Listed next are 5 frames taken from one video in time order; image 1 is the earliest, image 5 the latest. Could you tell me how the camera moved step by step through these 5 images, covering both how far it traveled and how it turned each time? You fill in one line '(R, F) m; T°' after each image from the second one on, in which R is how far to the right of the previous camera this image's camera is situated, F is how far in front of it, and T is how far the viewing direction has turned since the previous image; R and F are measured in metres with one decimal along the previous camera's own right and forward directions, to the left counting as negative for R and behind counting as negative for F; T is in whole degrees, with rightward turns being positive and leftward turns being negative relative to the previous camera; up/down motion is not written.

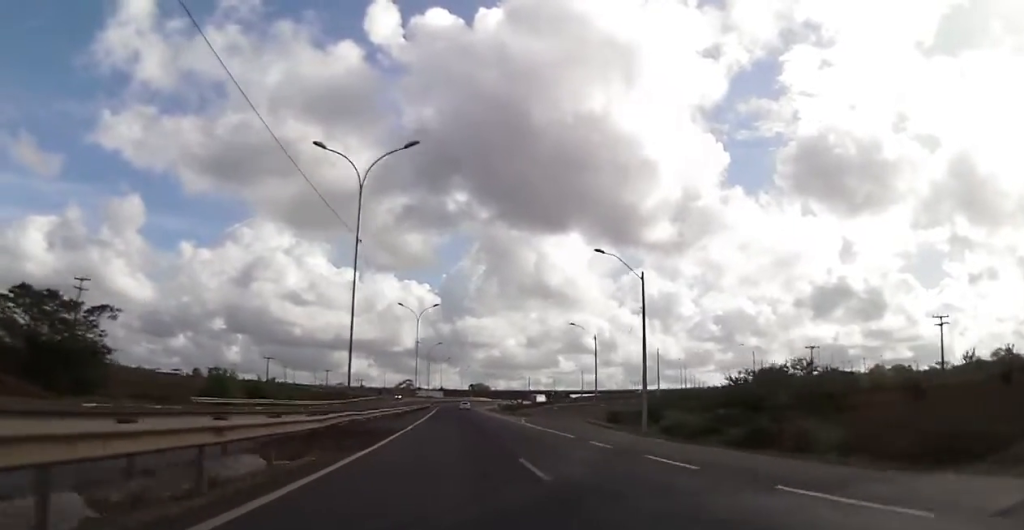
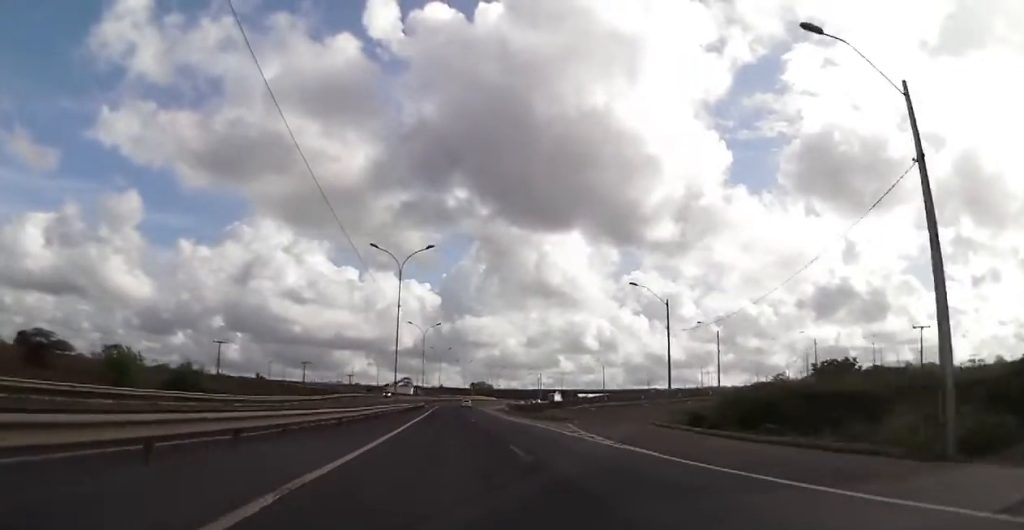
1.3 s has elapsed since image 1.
(-0.2, +28.2) m; -1°
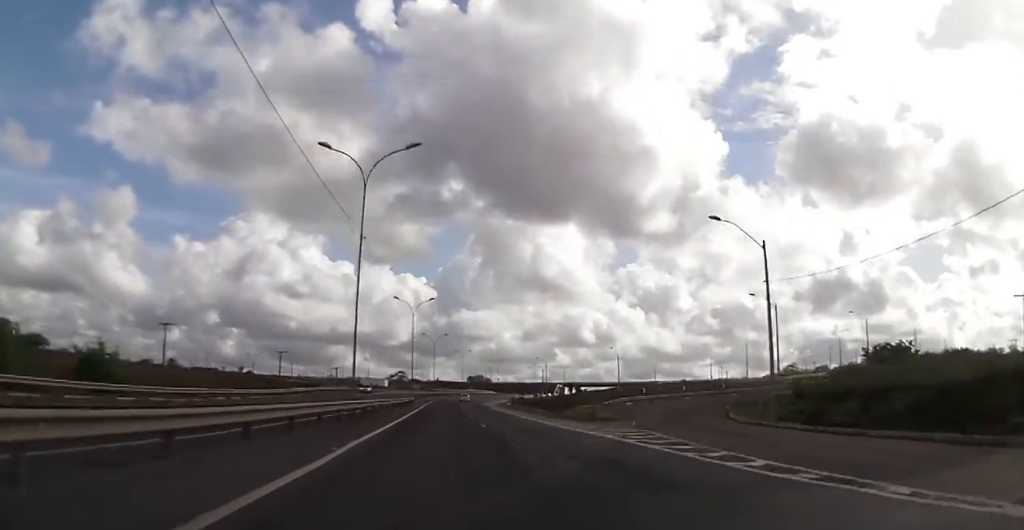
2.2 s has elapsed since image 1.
(-0.3, +19.2) m; 0°
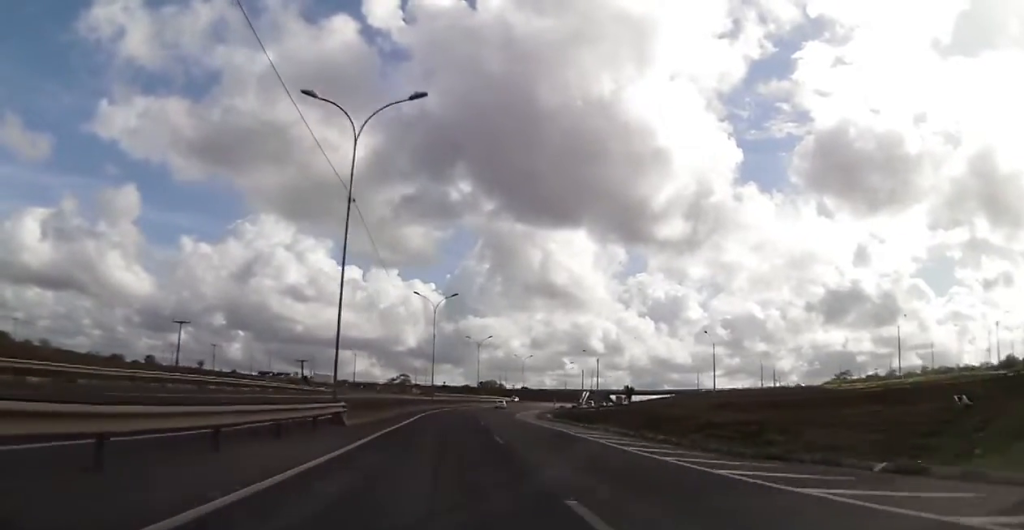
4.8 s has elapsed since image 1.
(+1.0, +54.7) m; 0°
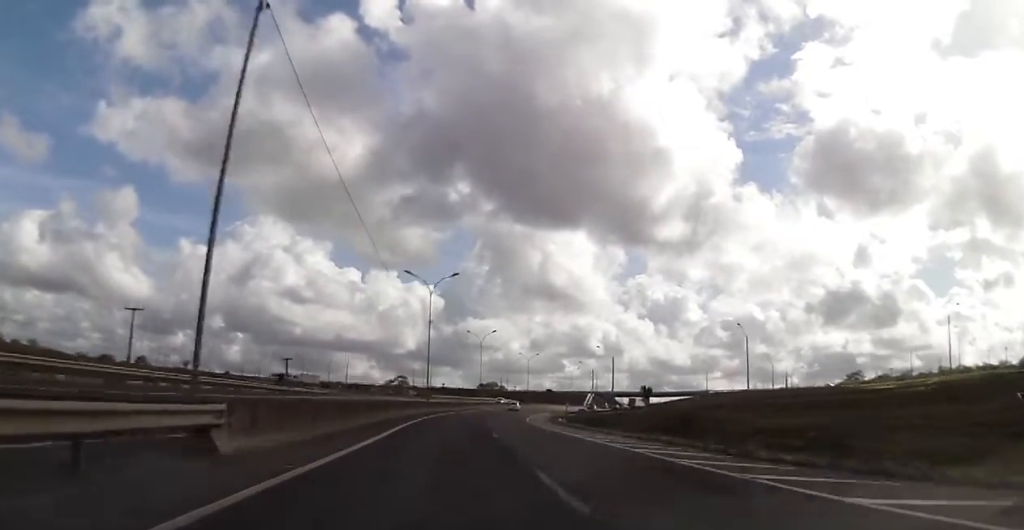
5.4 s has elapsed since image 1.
(0.0, +12.7) m; 0°
